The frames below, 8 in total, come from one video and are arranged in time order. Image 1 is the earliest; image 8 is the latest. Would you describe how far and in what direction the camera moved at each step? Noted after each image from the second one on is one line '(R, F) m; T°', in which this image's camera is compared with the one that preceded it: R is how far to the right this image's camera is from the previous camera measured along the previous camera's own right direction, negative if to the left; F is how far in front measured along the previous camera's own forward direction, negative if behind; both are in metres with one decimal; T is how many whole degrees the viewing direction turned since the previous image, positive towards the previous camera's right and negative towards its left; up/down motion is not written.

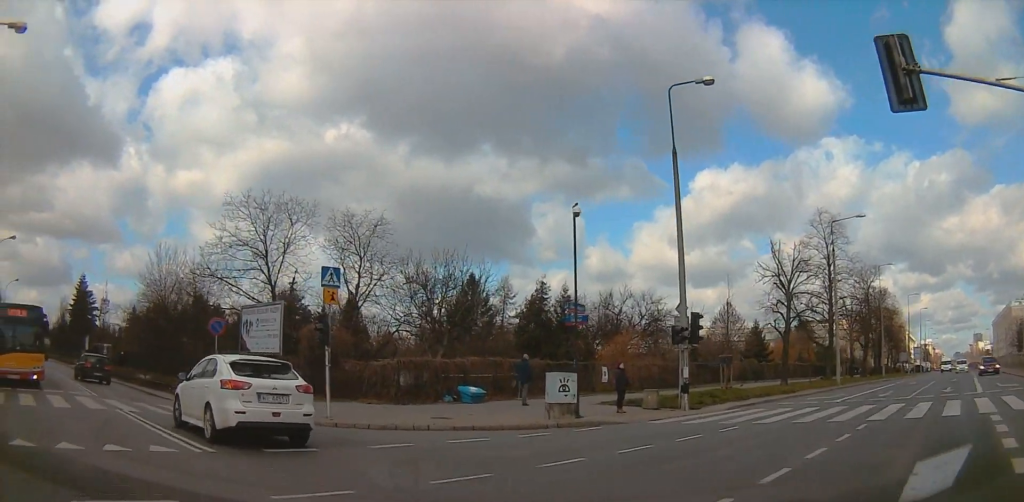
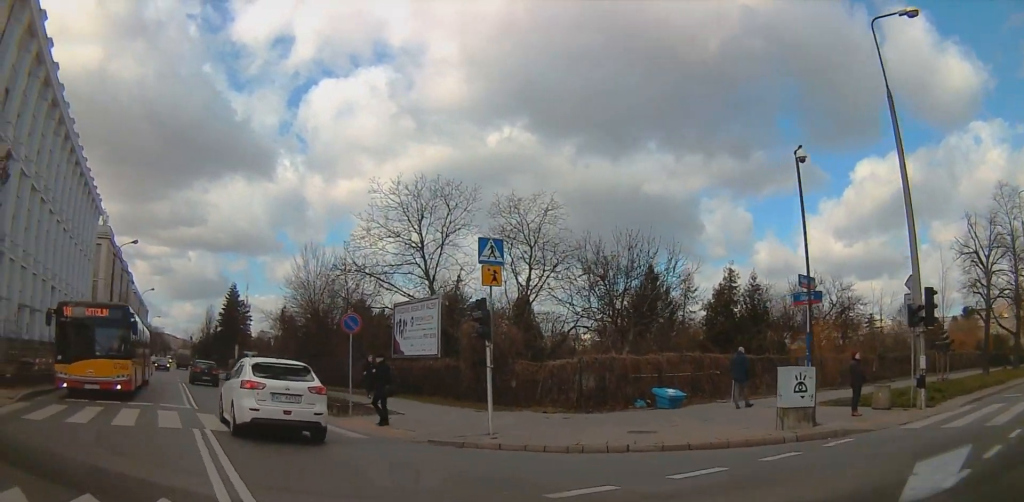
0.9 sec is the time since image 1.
(-0.4, +9.0) m; -7°
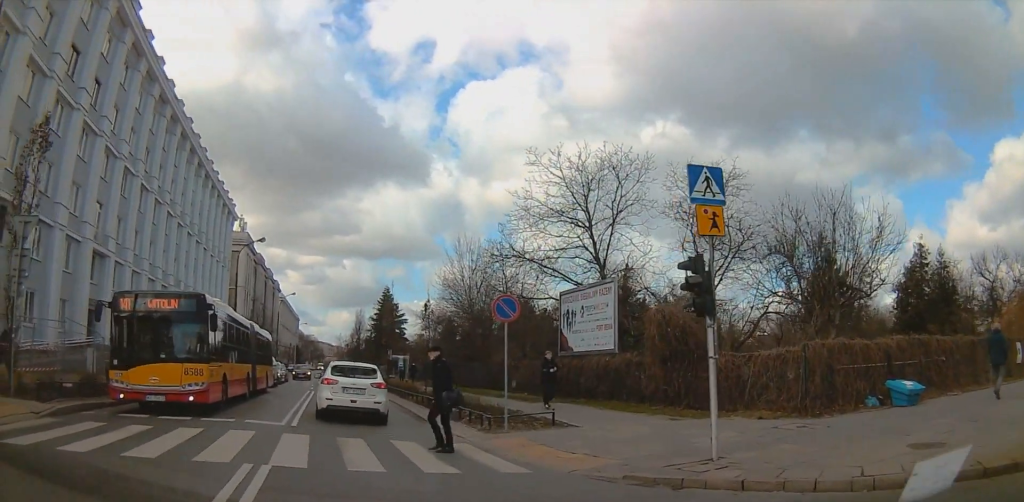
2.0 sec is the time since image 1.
(-1.0, +7.1) m; -19°
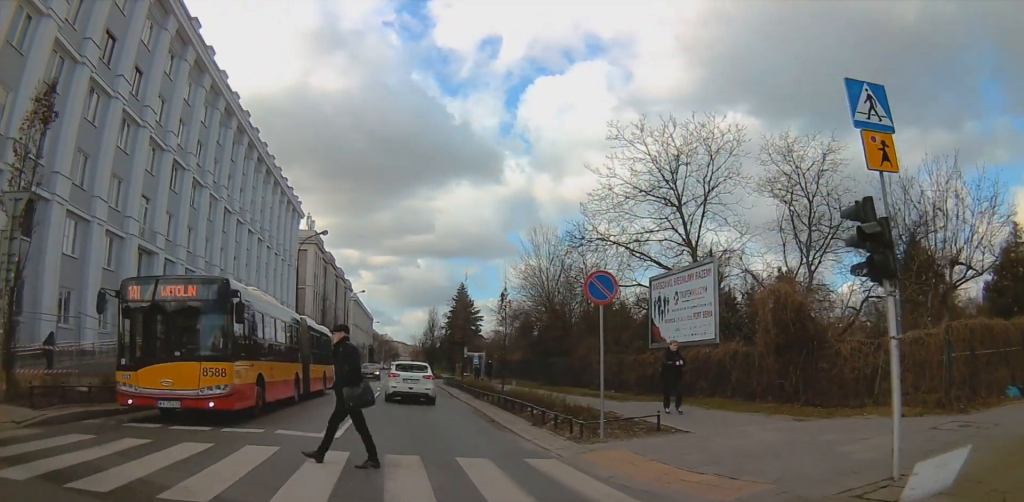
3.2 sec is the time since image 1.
(-1.2, +4.8) m; -24°
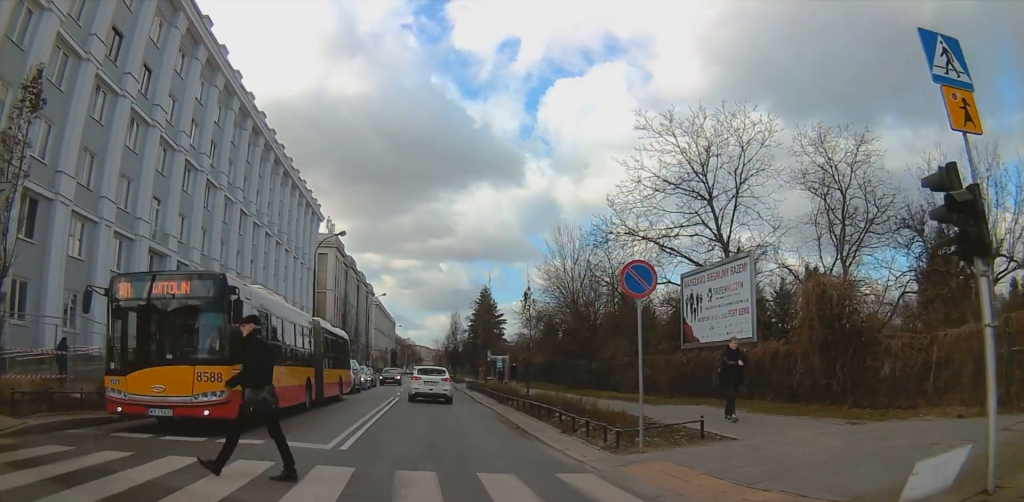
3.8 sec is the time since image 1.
(-0.2, +2.2) m; -8°
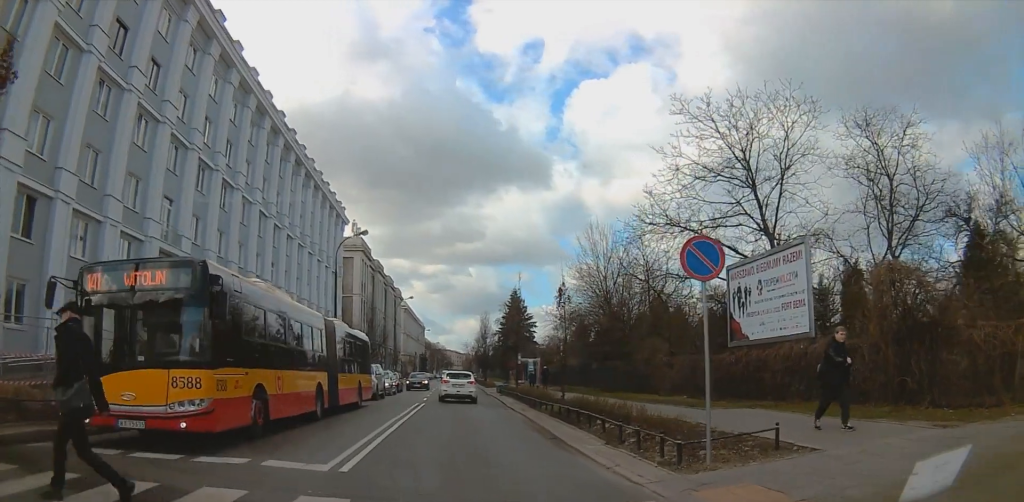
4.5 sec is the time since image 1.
(-0.1, +2.7) m; -4°
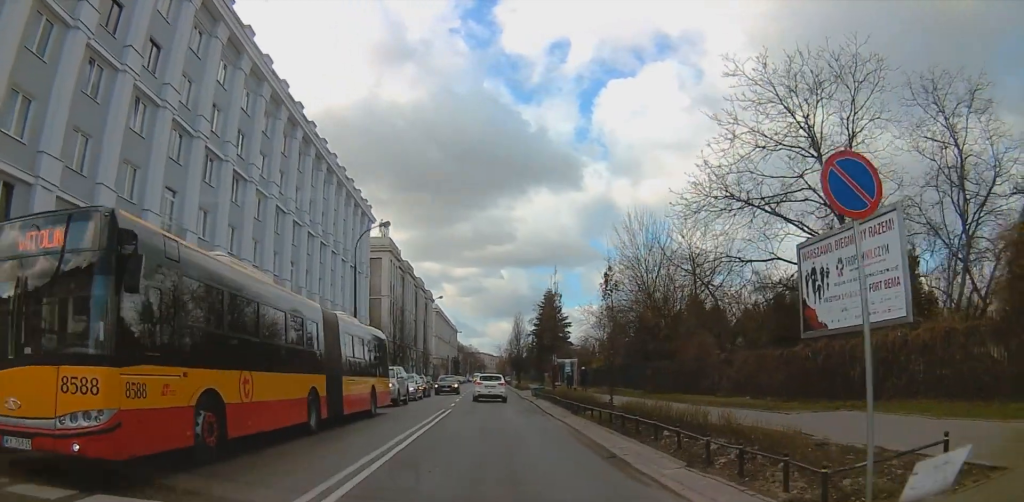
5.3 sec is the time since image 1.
(-0.2, +3.5) m; -4°
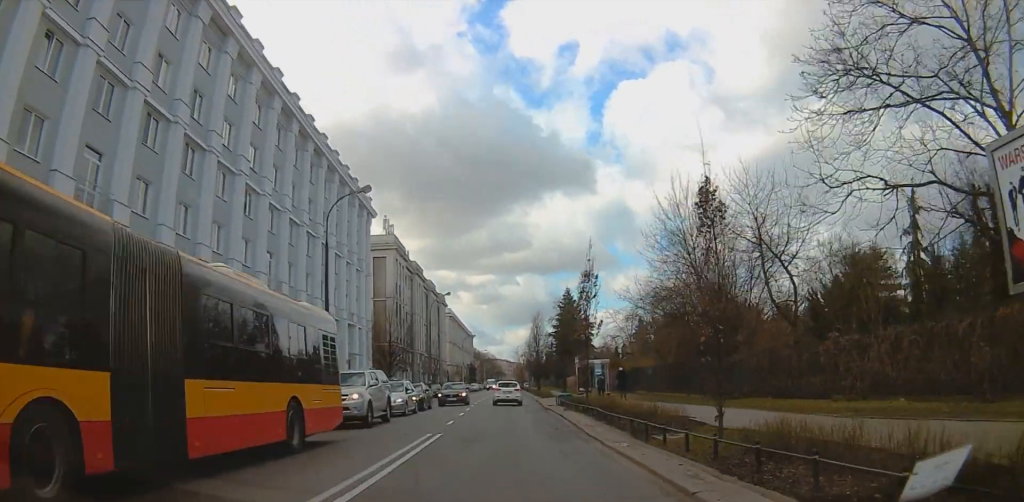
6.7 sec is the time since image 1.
(-0.3, +7.4) m; -3°
